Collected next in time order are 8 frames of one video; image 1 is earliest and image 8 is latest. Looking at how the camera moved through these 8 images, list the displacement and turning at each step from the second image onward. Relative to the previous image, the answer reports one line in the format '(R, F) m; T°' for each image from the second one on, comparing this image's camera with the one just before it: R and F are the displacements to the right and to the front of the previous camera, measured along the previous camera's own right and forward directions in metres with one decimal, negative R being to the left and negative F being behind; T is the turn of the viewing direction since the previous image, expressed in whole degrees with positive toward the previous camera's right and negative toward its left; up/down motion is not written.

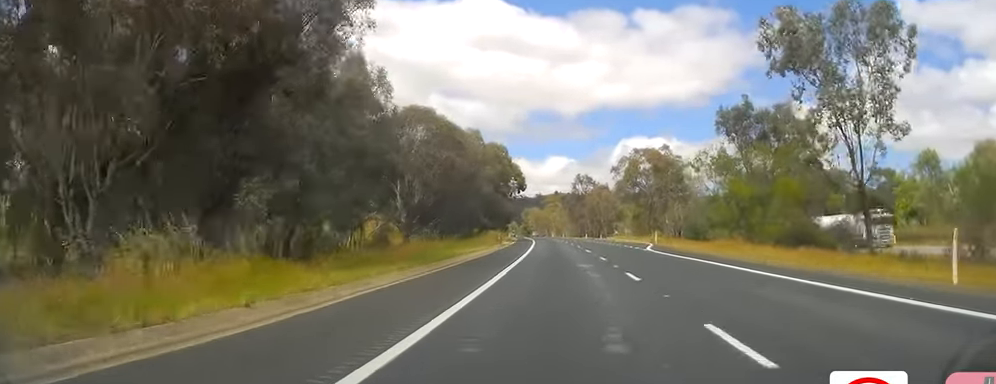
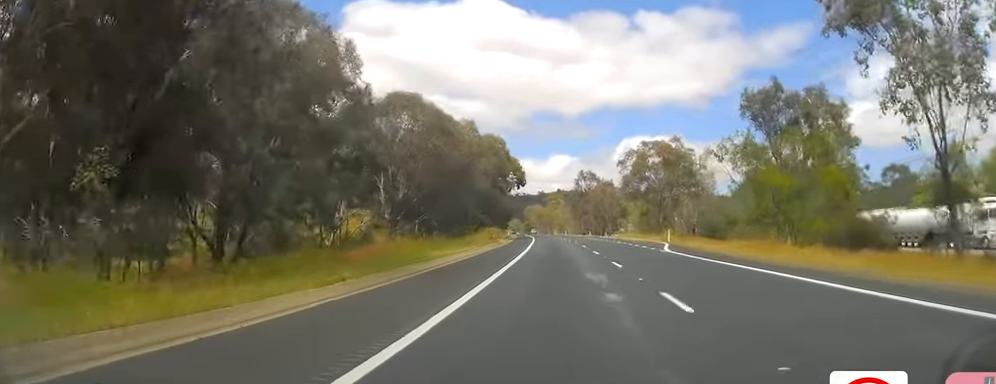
(+0.3, +7.4) m; +1°
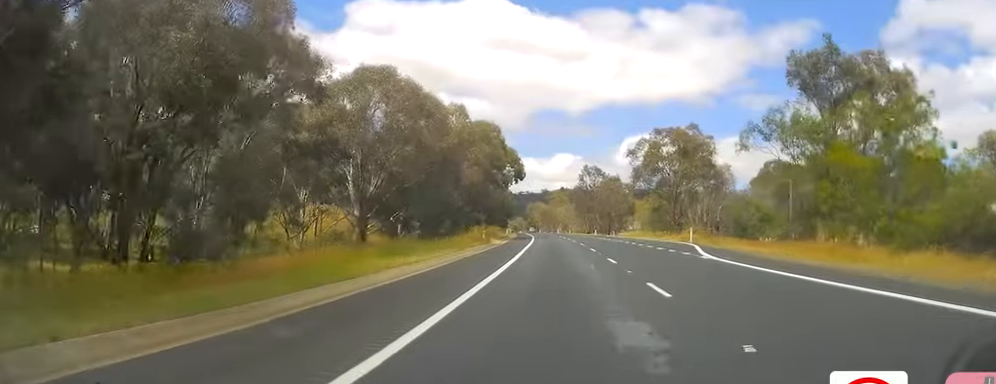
(+0.1, +10.1) m; 0°
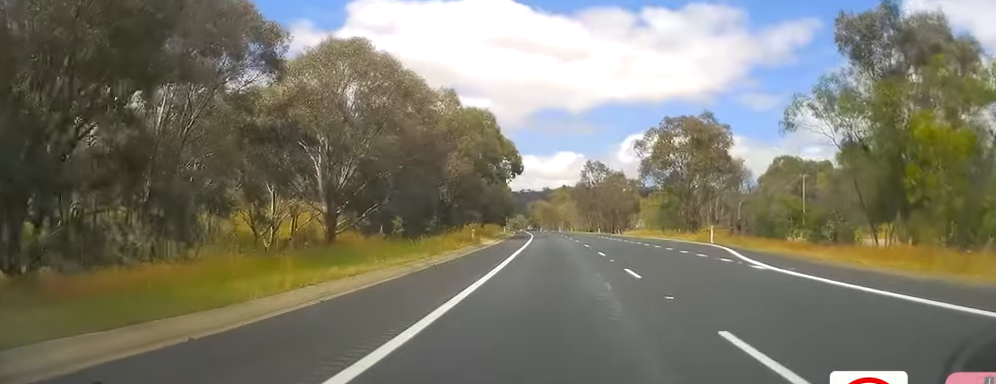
(-0.1, +7.4) m; -1°
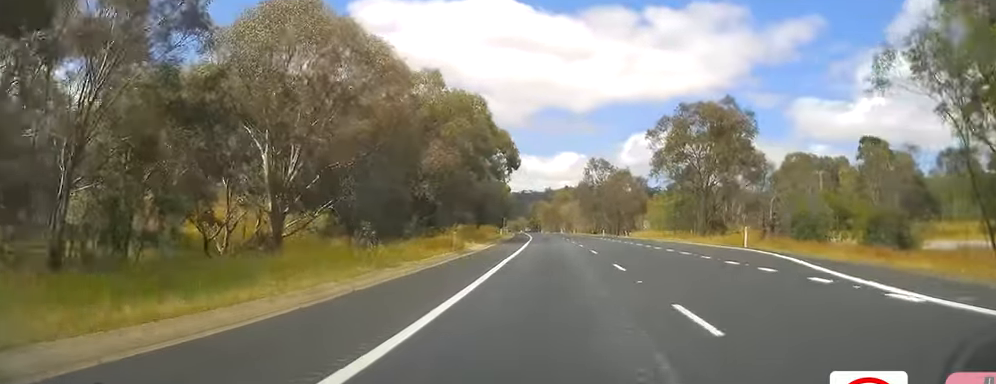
(0.0, +8.8) m; -1°
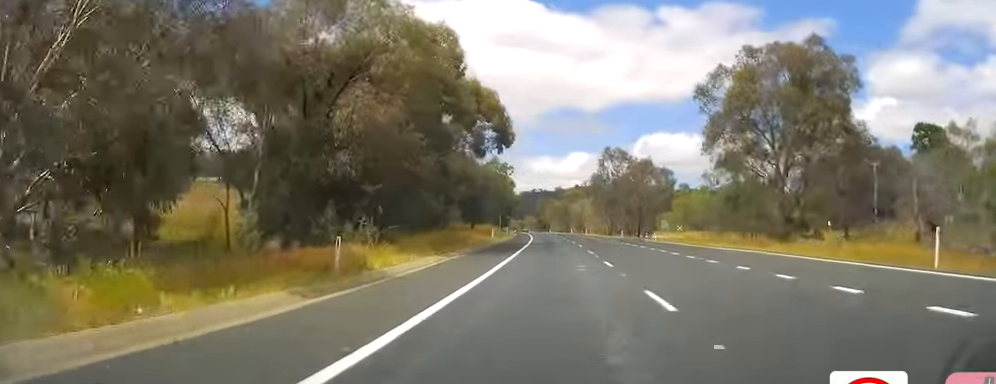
(-0.5, +20.9) m; 0°
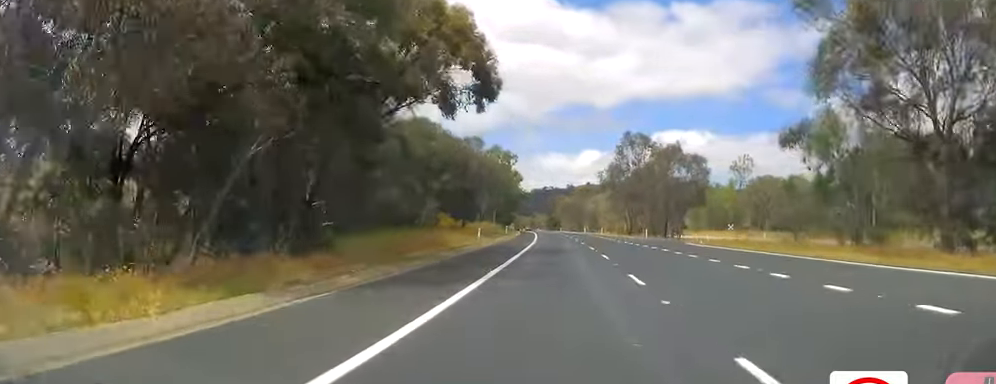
(+0.5, +18.8) m; -1°
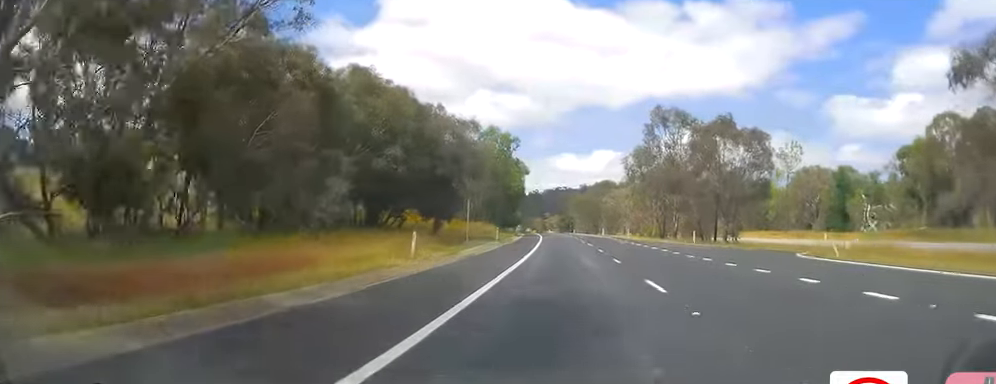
(-1.3, +24.0) m; -1°
